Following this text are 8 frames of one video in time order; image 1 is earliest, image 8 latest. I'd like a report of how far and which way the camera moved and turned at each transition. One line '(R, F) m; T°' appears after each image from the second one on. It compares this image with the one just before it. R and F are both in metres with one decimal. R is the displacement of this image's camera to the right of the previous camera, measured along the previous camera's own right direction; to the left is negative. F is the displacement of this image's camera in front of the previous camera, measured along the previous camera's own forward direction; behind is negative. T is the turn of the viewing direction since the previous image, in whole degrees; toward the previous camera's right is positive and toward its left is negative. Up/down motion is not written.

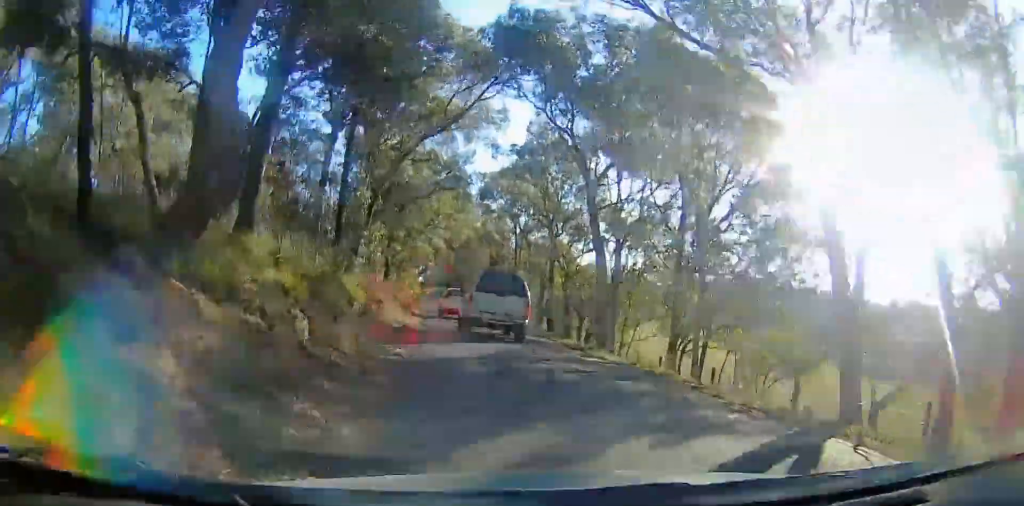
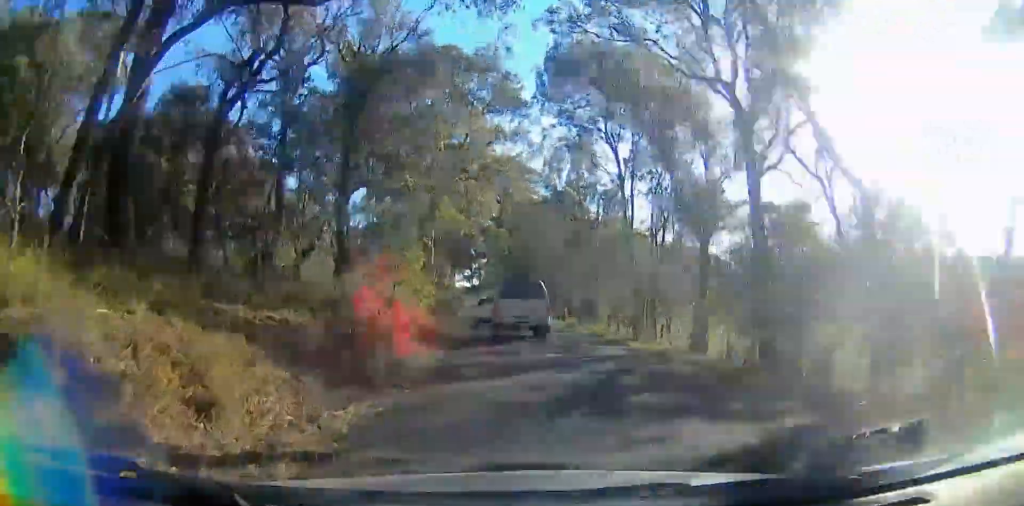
(-2.3, +25.2) m; -6°
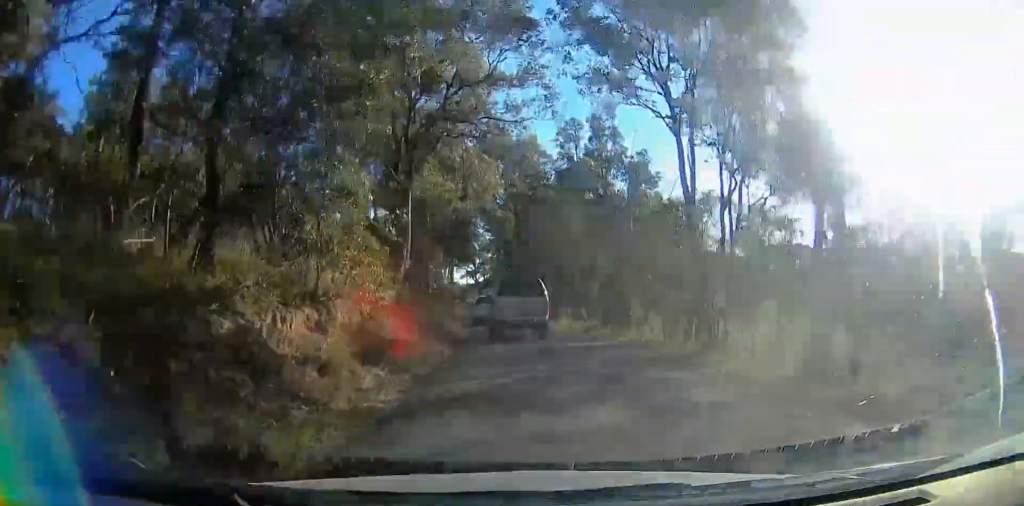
(0.0, +7.4) m; 0°
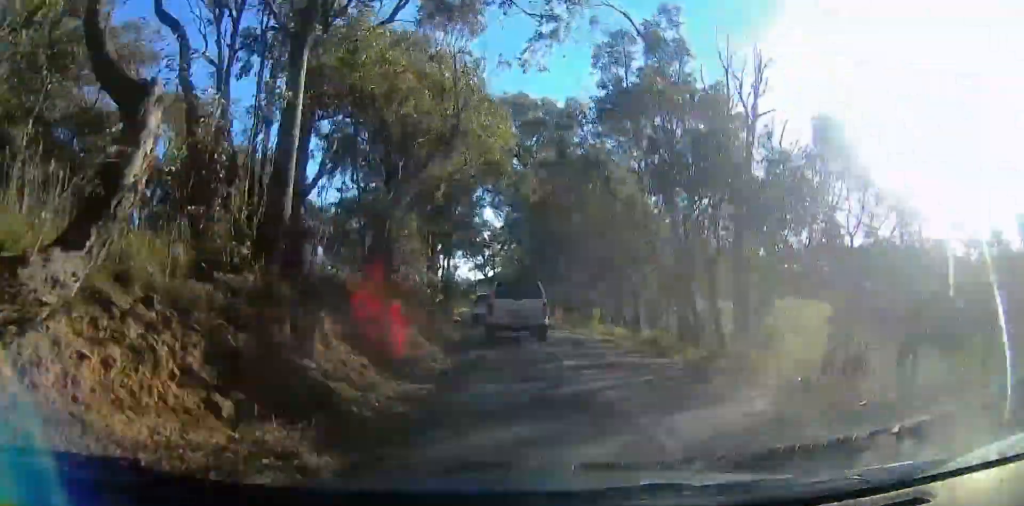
(0.0, +10.7) m; 0°
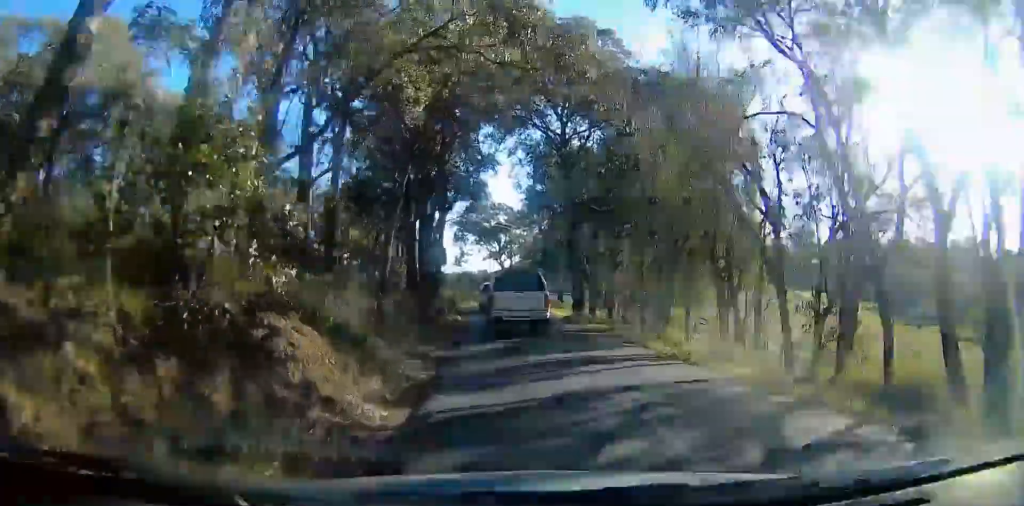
(0.0, +12.2) m; 0°
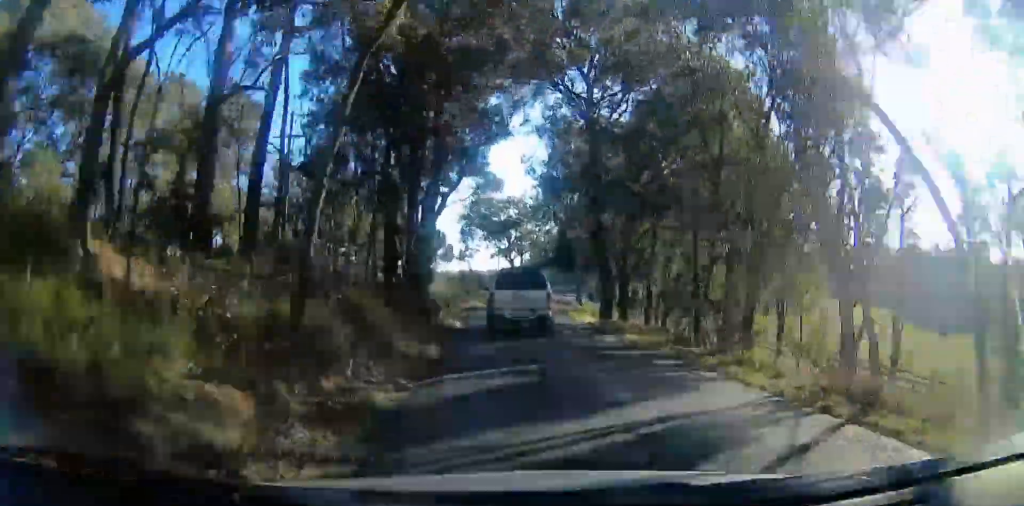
(0.0, +5.8) m; 0°
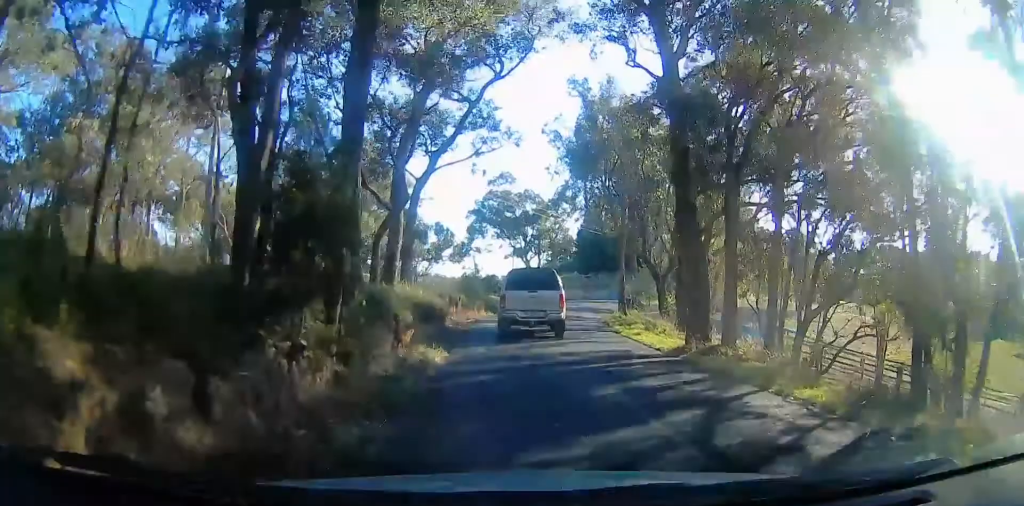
(0.0, +9.9) m; 0°
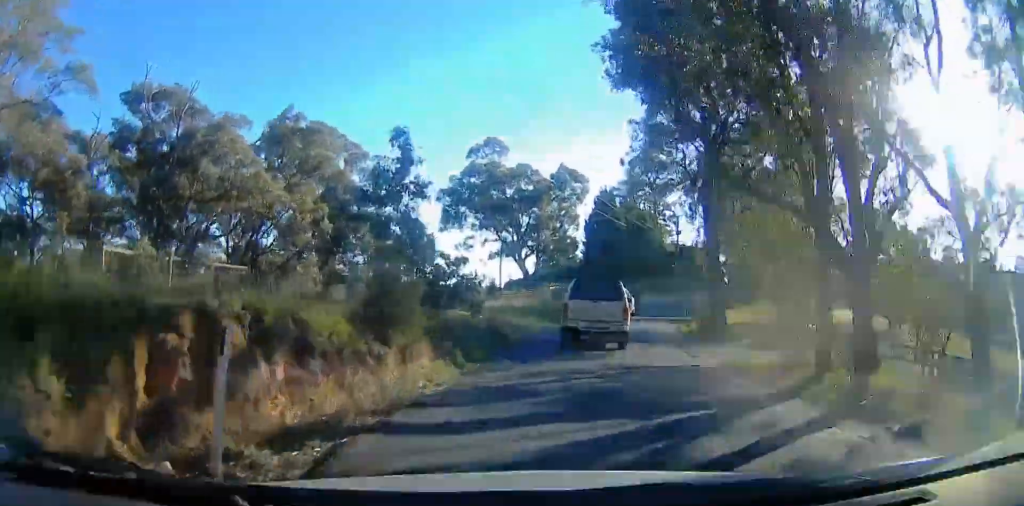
(0.0, +19.6) m; 0°
